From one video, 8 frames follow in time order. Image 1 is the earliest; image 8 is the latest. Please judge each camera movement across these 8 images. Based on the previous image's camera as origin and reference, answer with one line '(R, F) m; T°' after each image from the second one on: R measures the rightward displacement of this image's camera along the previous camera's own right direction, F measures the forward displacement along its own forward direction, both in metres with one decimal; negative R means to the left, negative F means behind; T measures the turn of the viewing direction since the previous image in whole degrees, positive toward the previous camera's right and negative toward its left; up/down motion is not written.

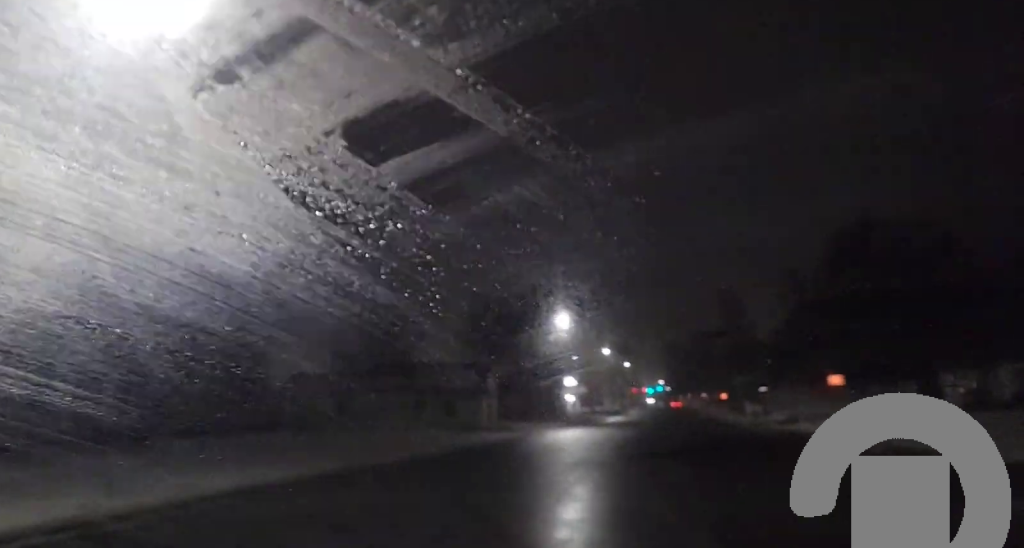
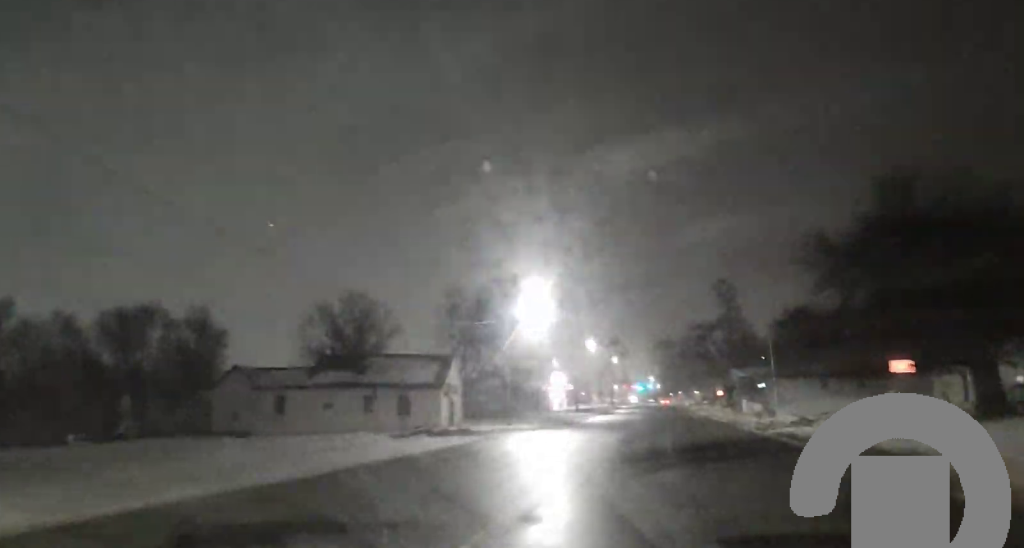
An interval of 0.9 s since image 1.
(+0.1, +12.1) m; 0°
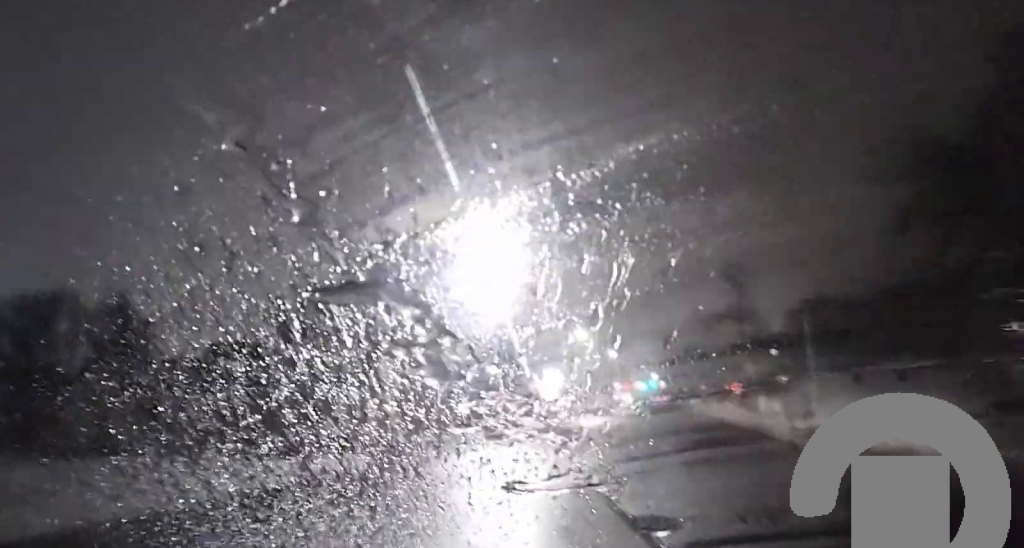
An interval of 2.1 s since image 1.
(-0.2, +15.7) m; -1°
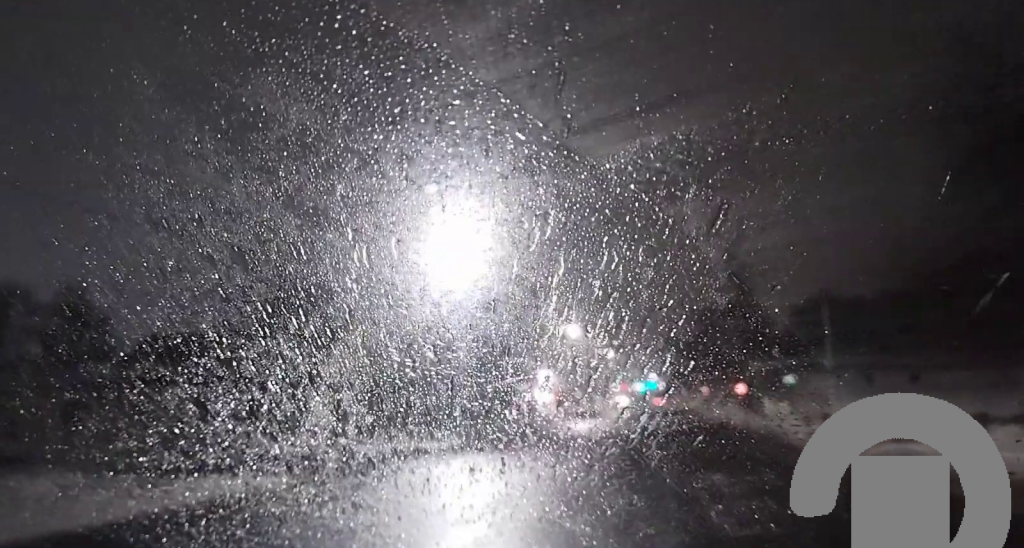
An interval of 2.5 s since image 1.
(-0.1, +6.2) m; +1°
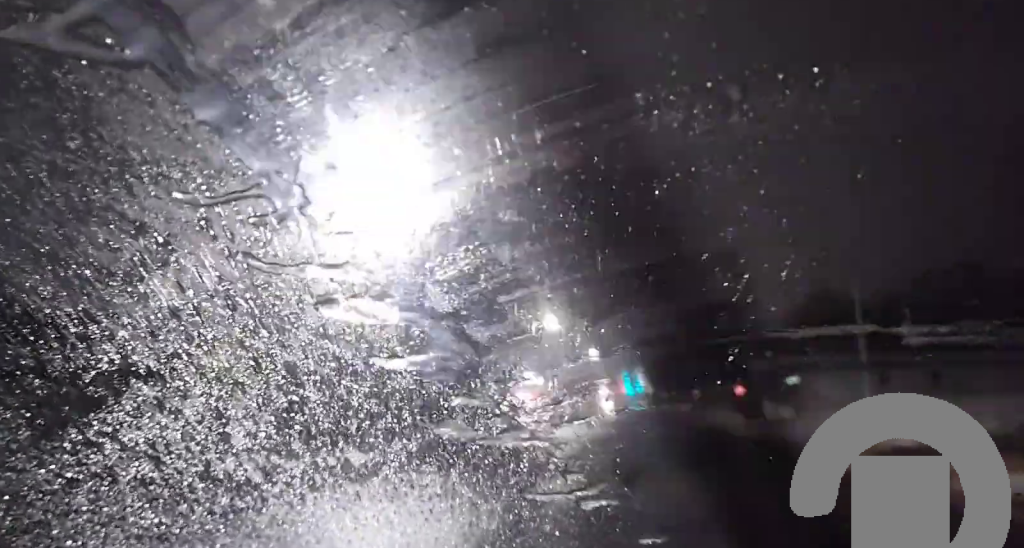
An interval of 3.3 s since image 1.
(+0.2, +10.3) m; +1°
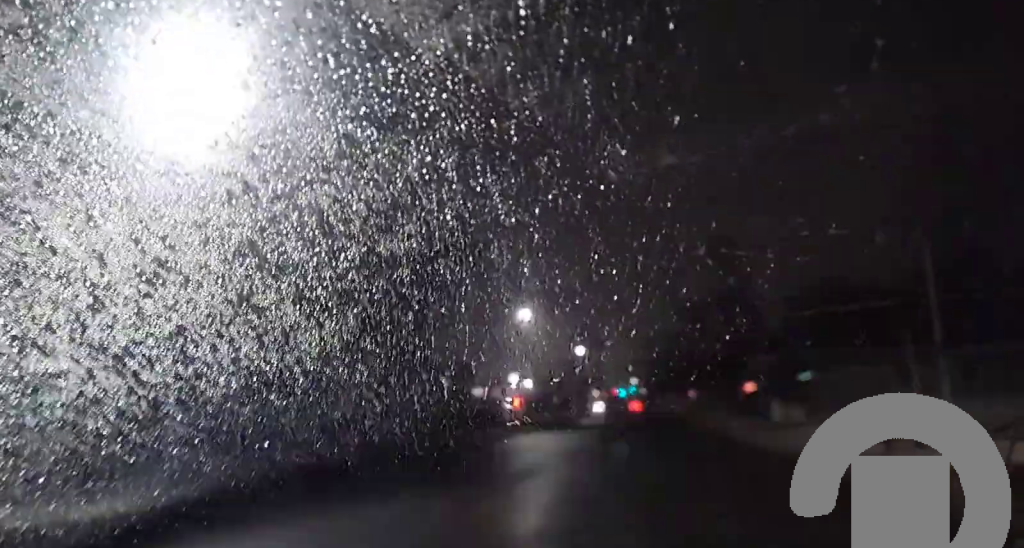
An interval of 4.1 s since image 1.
(+0.1, +10.9) m; 0°
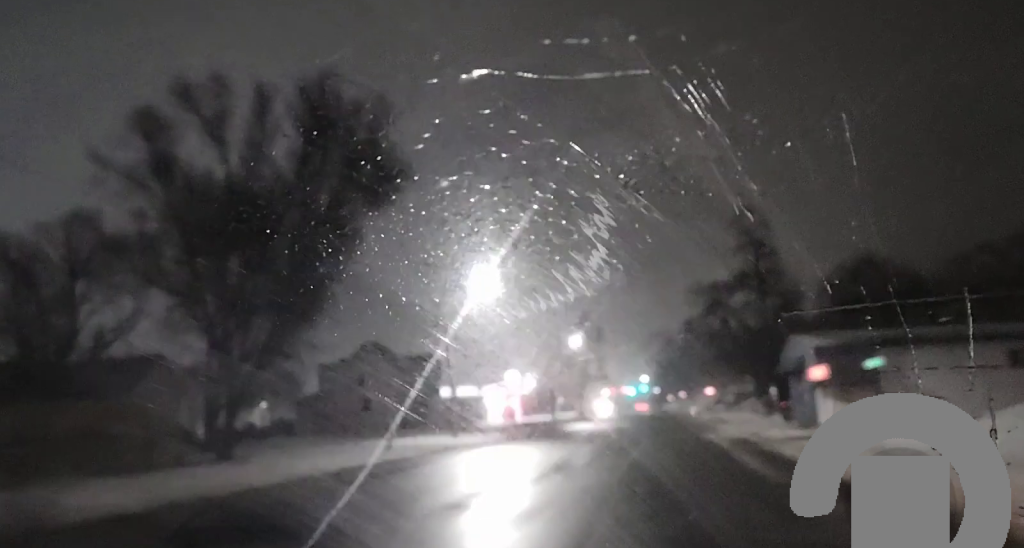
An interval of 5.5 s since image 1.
(-0.3, +19.6) m; -1°
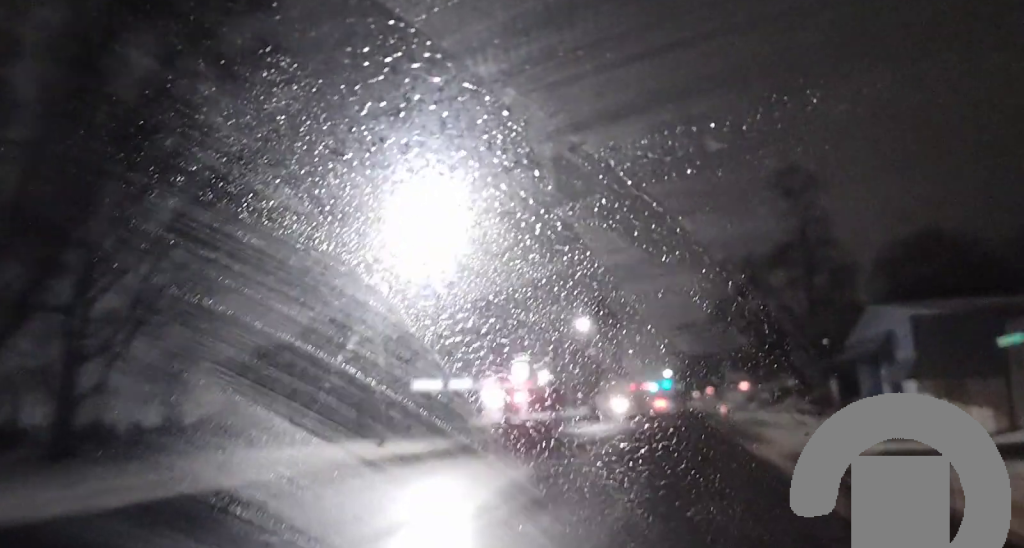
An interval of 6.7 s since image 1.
(-0.1, +16.0) m; 0°
